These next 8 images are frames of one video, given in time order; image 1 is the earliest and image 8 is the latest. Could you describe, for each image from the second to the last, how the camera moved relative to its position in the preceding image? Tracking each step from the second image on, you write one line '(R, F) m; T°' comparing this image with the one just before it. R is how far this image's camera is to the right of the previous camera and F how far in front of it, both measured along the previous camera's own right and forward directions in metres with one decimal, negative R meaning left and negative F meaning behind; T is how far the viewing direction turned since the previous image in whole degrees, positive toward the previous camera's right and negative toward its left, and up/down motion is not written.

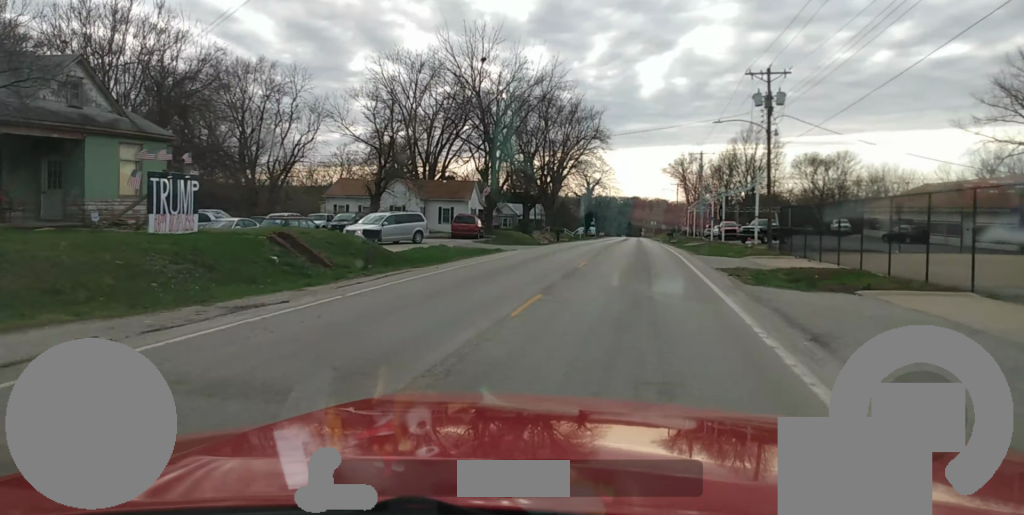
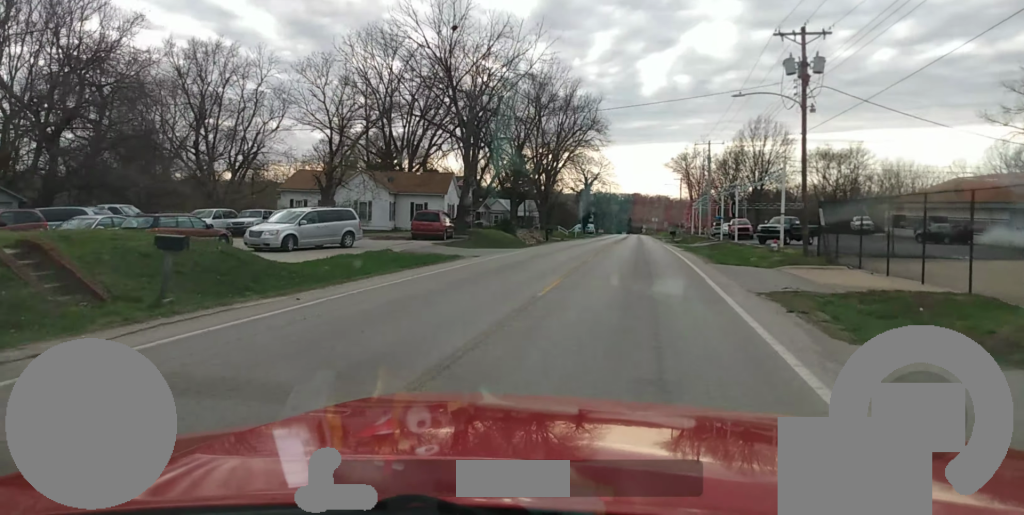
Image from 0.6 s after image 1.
(0.0, +9.0) m; 0°
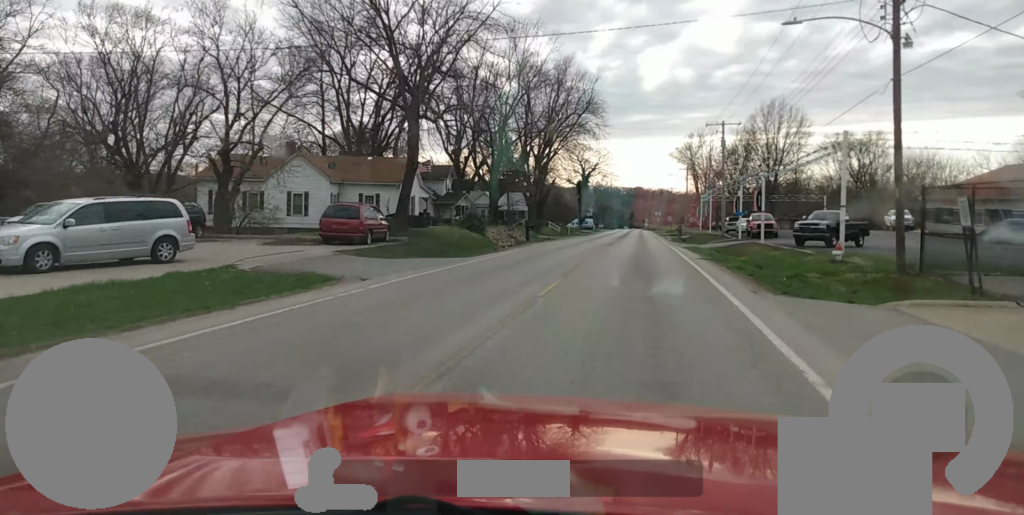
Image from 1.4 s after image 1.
(0.0, +12.5) m; 0°
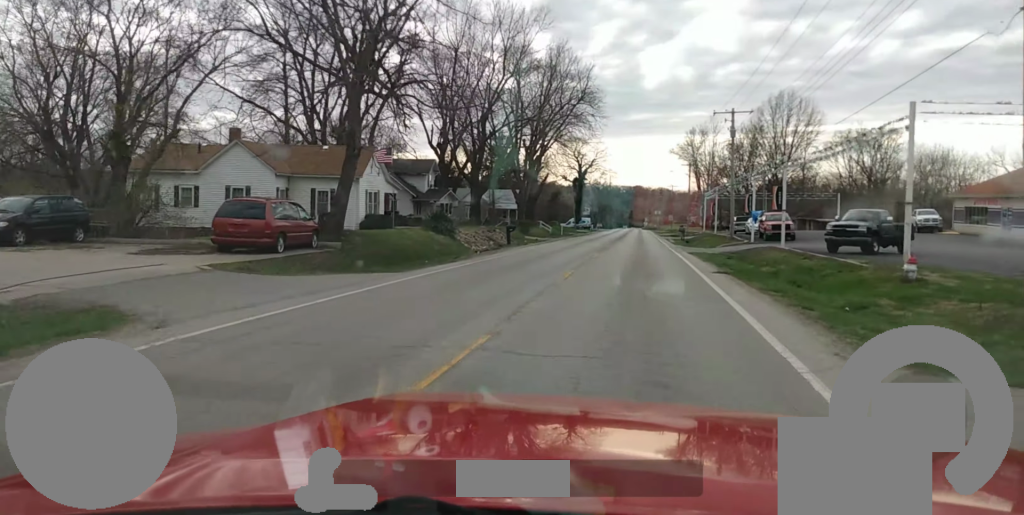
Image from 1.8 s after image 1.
(0.0, +7.2) m; 0°
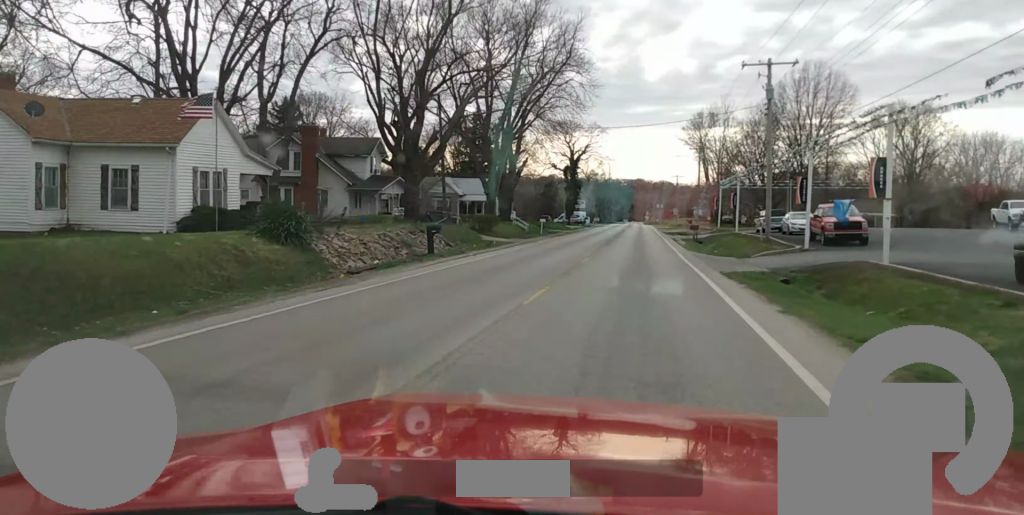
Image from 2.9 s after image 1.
(0.0, +18.0) m; 0°
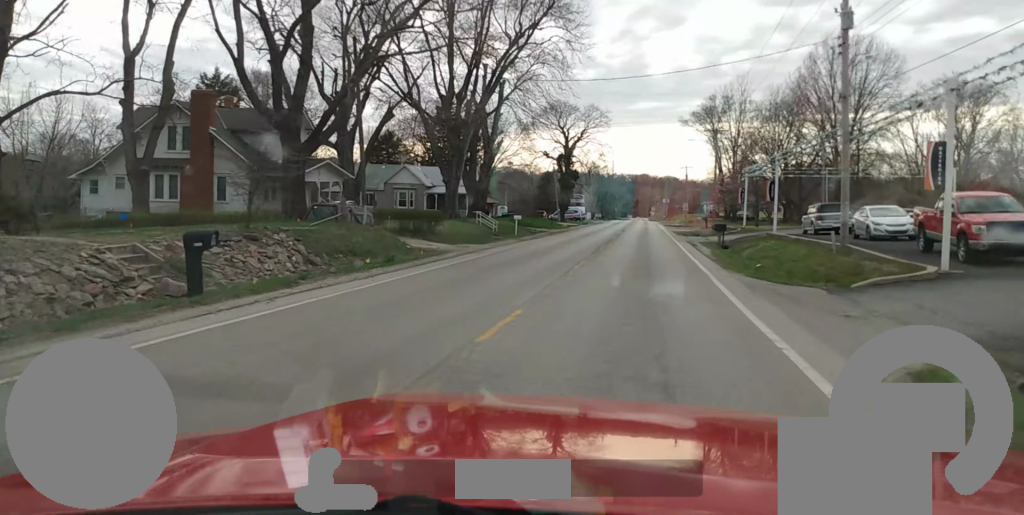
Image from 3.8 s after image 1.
(0.0, +16.0) m; 0°
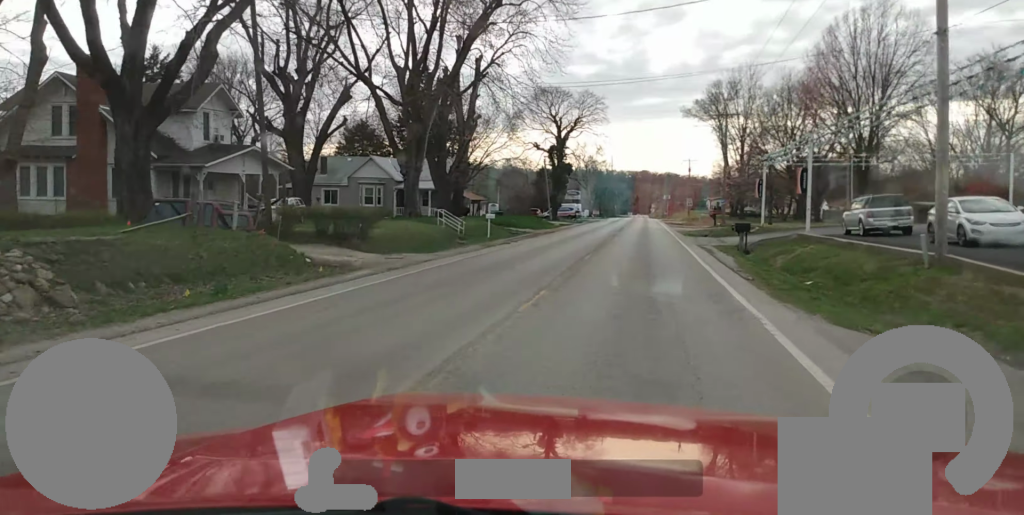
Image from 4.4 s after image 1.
(0.0, +9.8) m; 0°
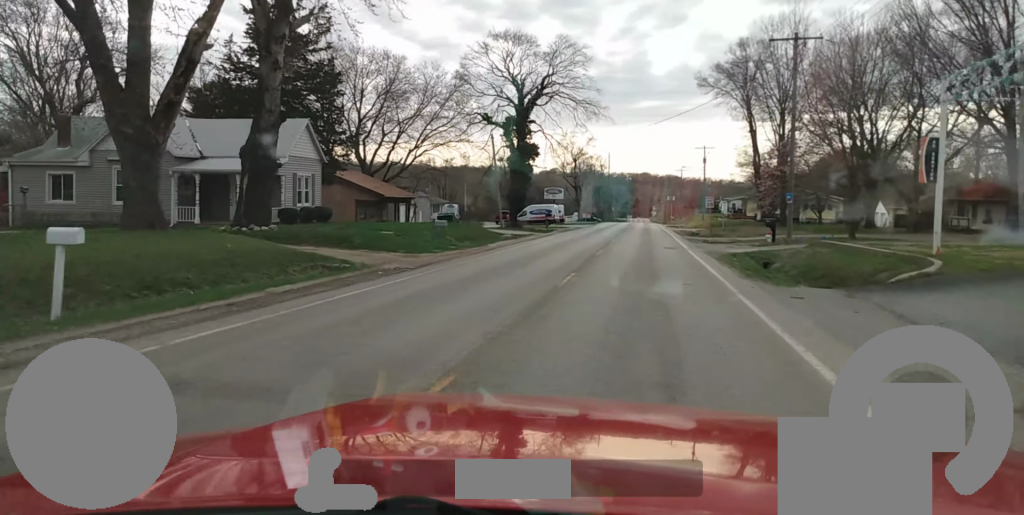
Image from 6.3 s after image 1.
(+0.1, +31.9) m; 0°
